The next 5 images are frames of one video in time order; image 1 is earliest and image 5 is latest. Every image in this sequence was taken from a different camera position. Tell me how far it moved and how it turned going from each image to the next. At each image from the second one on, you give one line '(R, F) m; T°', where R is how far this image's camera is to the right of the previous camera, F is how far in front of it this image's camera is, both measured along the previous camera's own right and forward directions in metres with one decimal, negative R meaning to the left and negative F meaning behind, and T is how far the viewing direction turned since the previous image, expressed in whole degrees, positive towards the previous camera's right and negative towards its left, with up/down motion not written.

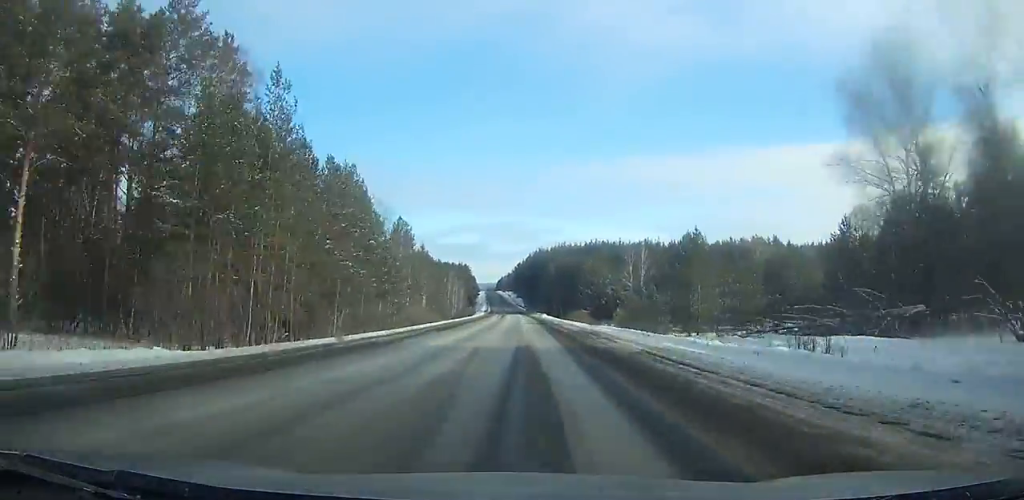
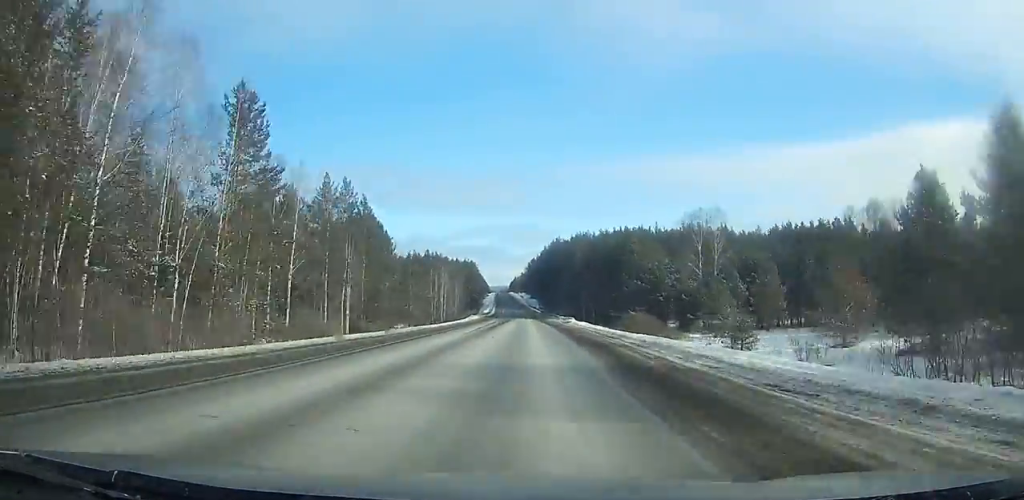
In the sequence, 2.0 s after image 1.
(-0.5, +52.2) m; -1°
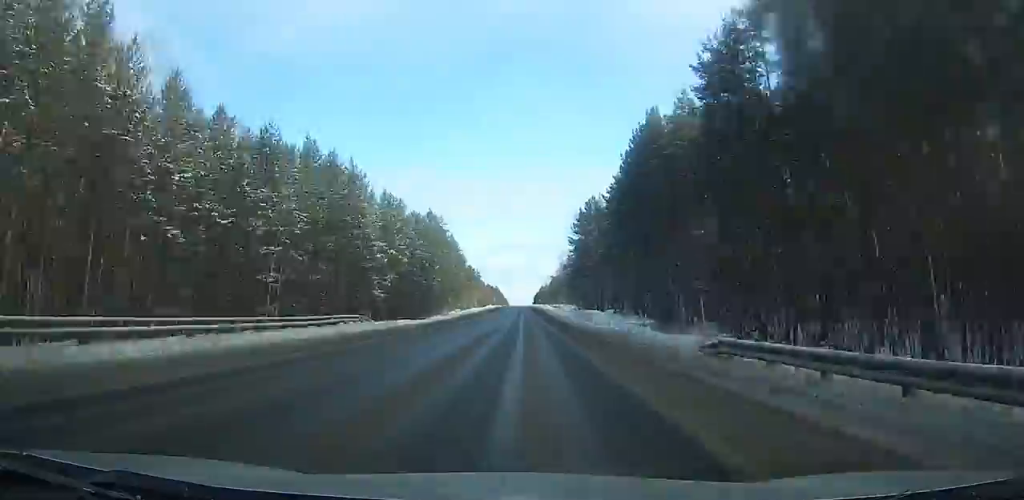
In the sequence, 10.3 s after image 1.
(-7.5, +220.7) m; -3°
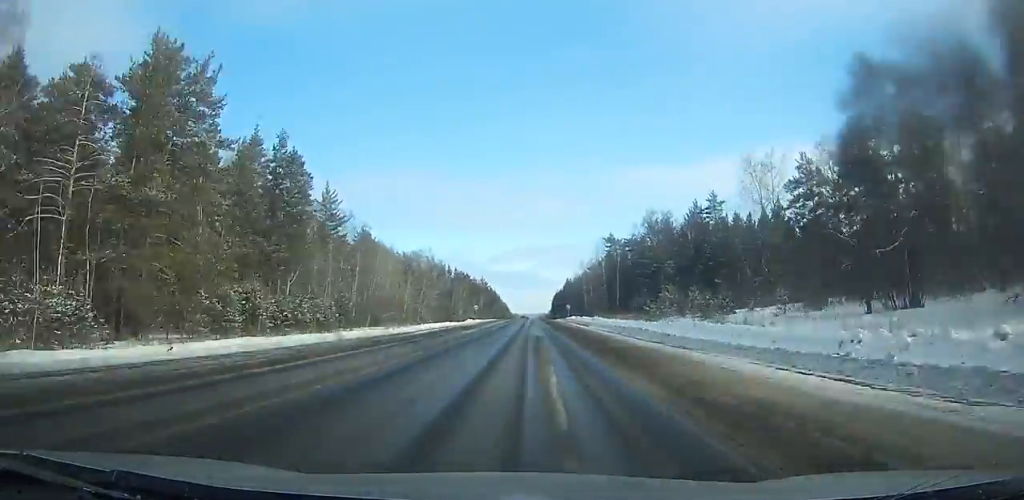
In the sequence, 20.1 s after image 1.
(-3.2, +262.4) m; -1°
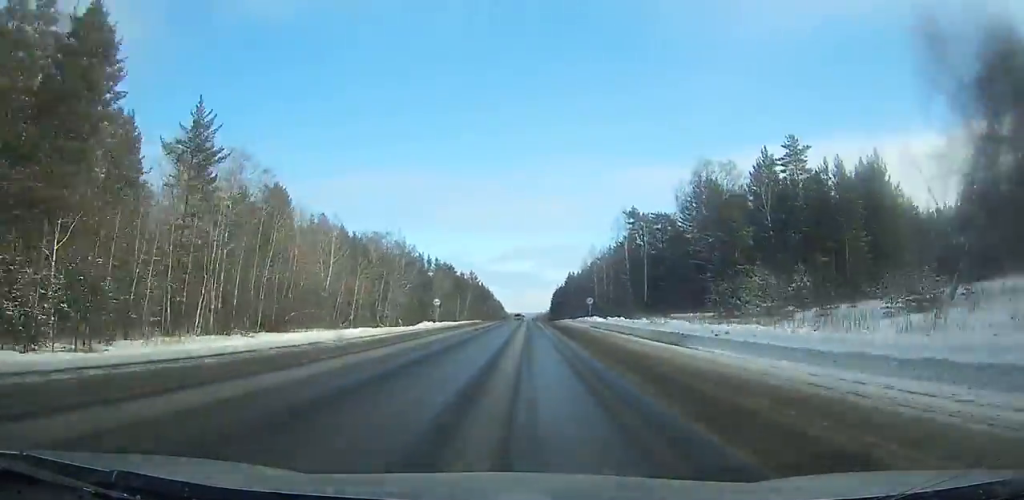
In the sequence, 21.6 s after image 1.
(+0.1, +39.8) m; 0°
